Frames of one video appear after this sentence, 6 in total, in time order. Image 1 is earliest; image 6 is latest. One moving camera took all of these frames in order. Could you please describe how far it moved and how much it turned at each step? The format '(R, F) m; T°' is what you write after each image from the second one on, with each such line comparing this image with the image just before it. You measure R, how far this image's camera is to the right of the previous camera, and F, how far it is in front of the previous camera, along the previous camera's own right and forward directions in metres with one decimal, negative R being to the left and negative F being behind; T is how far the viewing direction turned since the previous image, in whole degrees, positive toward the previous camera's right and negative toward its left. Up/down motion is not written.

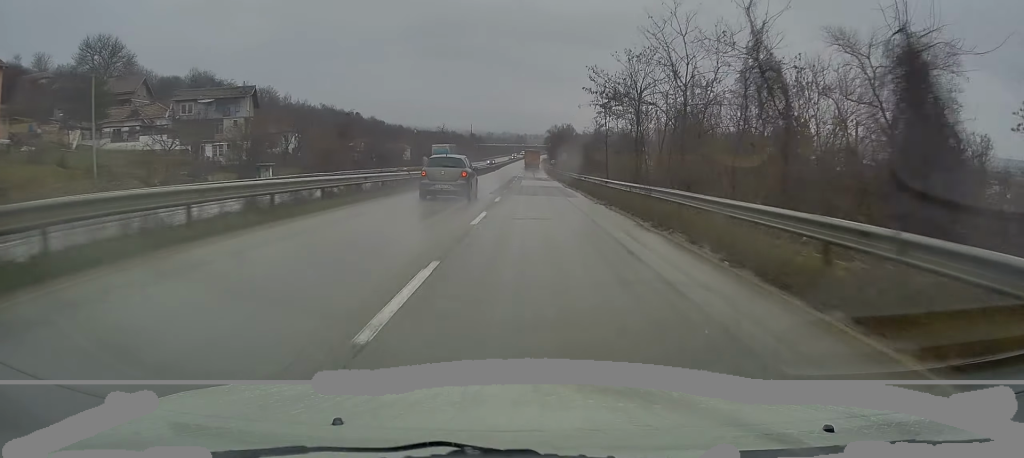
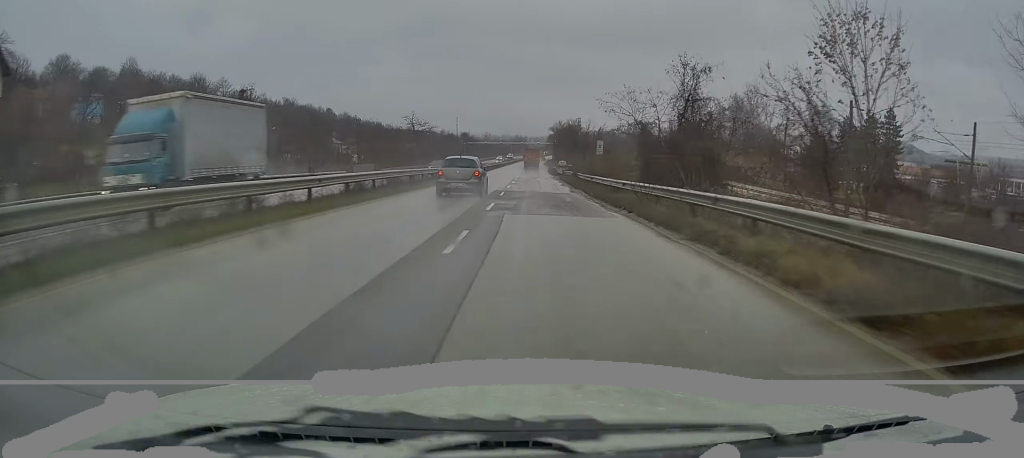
(+0.6, +41.3) m; +1°
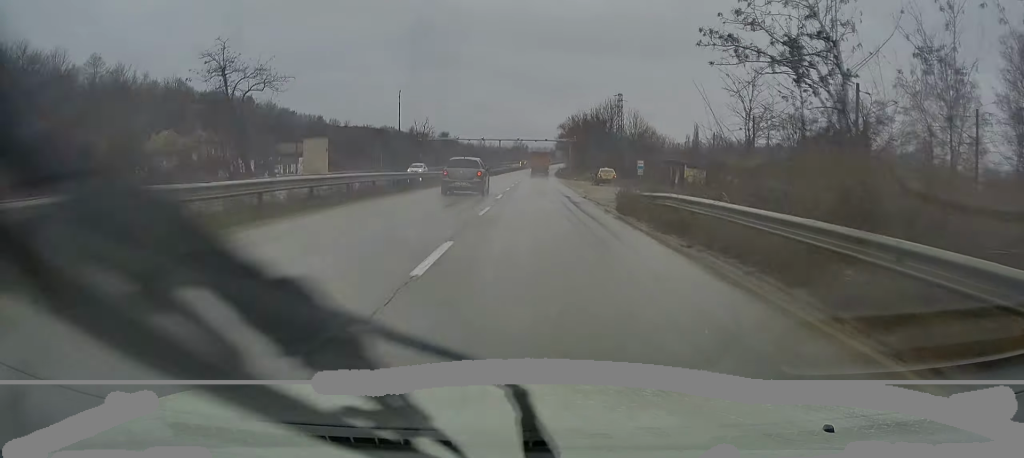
(-0.4, +72.6) m; 0°
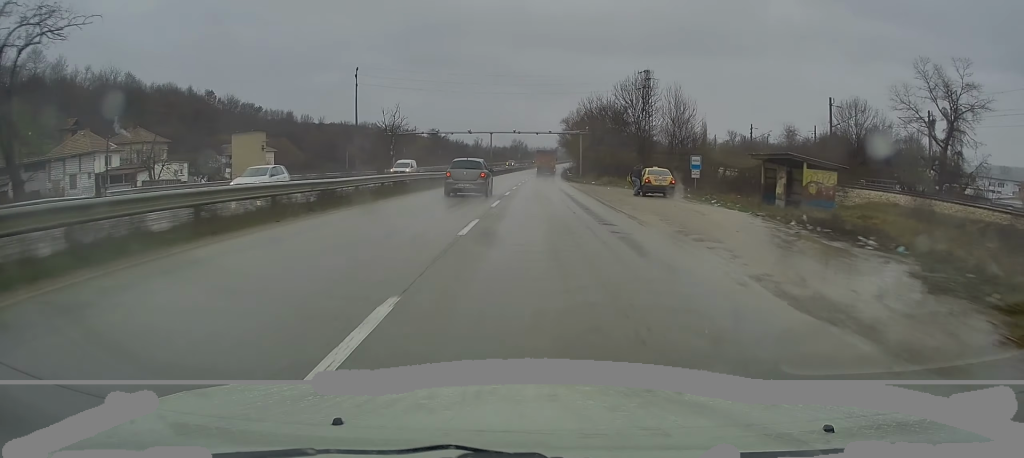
(-0.2, +22.1) m; -1°
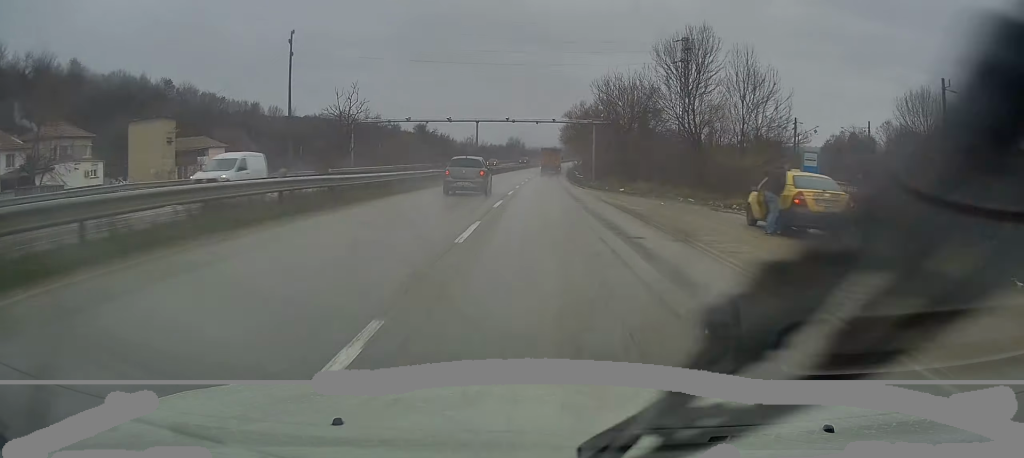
(-0.1, +18.9) m; 0°
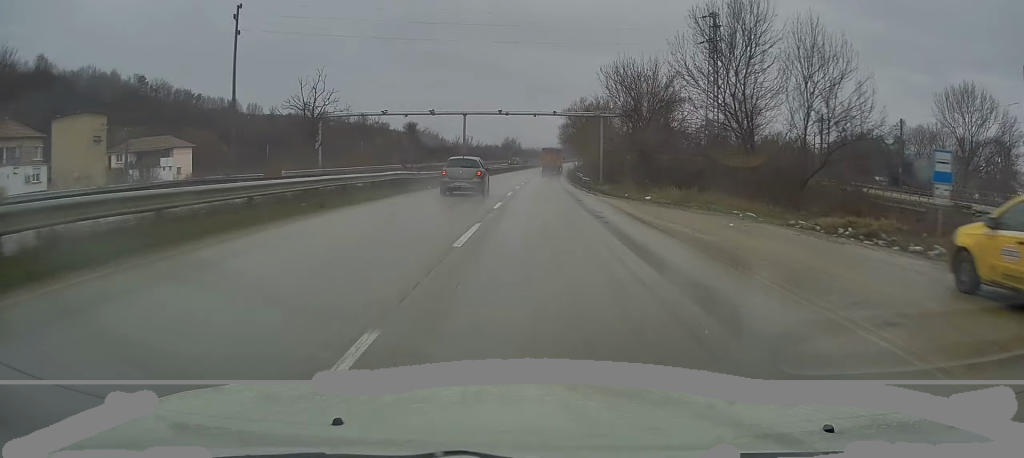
(-0.1, +9.4) m; 0°
